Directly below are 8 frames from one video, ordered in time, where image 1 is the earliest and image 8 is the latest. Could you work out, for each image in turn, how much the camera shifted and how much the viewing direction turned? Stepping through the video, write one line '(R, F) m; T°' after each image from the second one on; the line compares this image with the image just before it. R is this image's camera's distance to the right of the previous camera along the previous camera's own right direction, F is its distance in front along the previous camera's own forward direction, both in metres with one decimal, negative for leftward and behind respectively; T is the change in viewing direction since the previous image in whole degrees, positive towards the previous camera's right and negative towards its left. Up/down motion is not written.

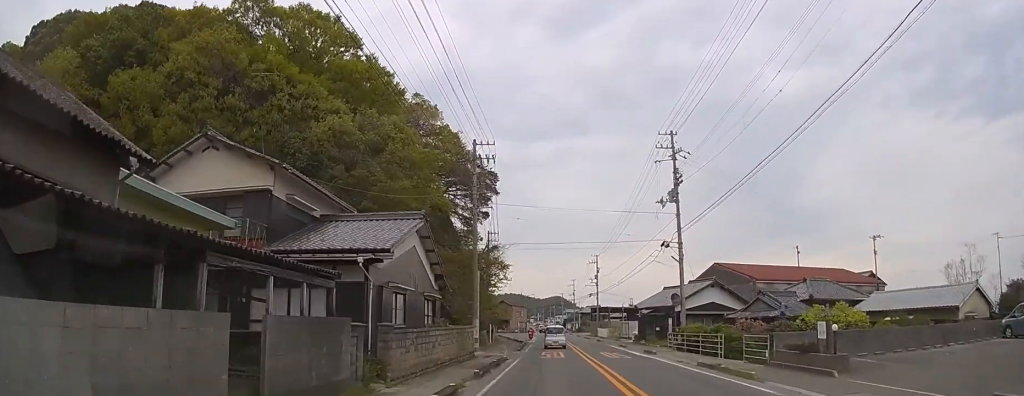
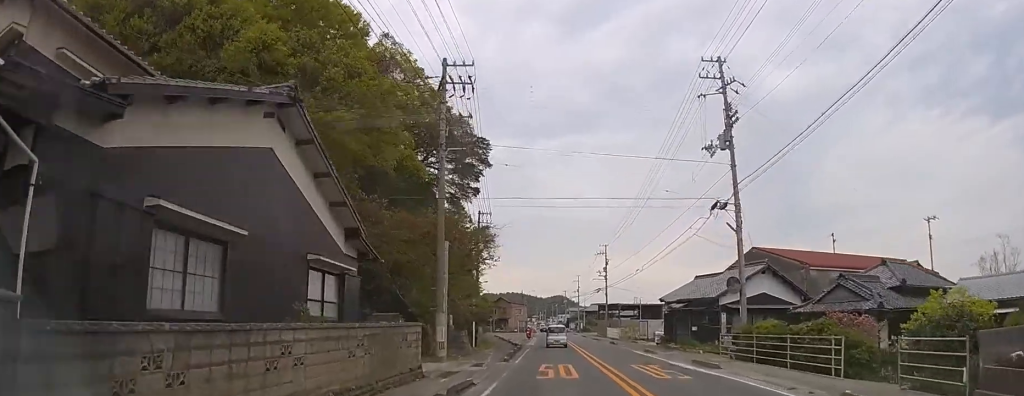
(0.0, +9.9) m; -1°
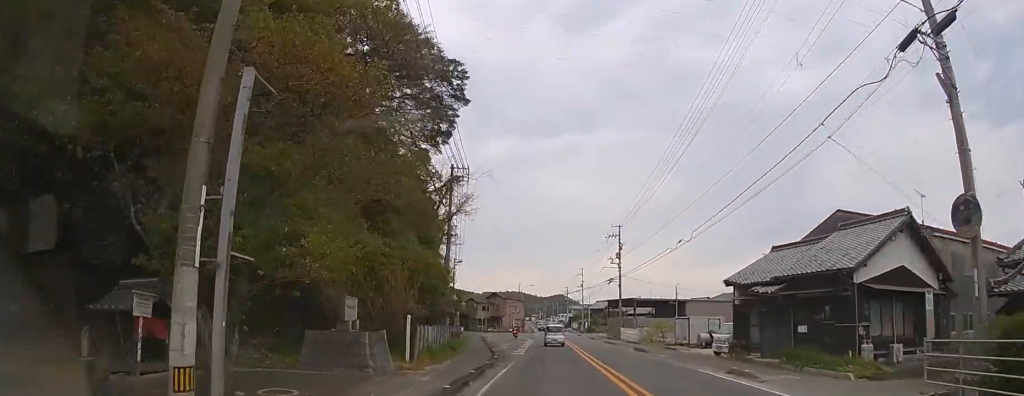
(-0.1, +14.2) m; -1°
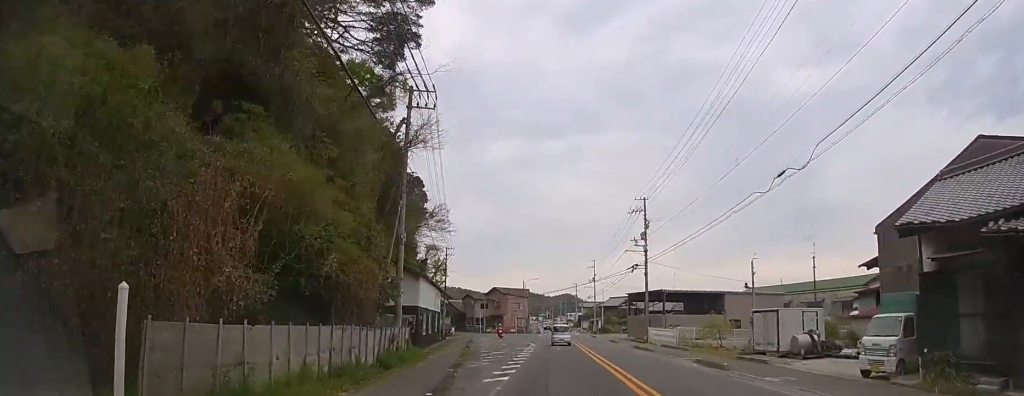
(0.0, +13.0) m; 0°
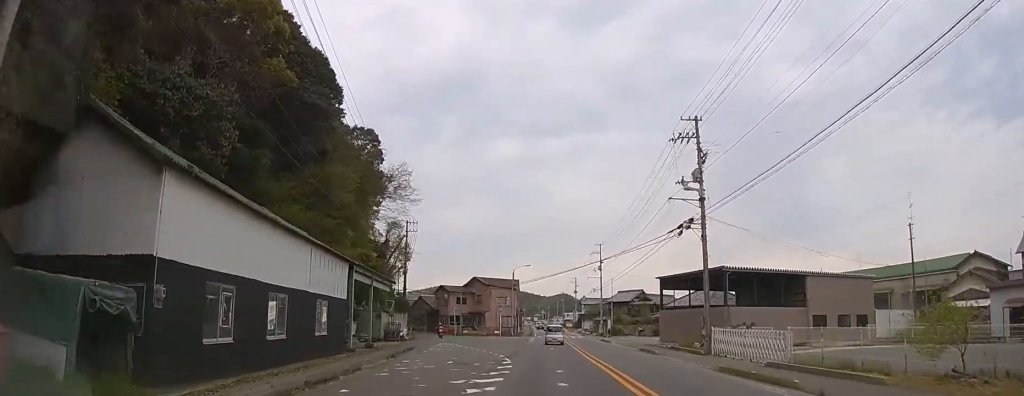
(-0.1, +19.1) m; 0°
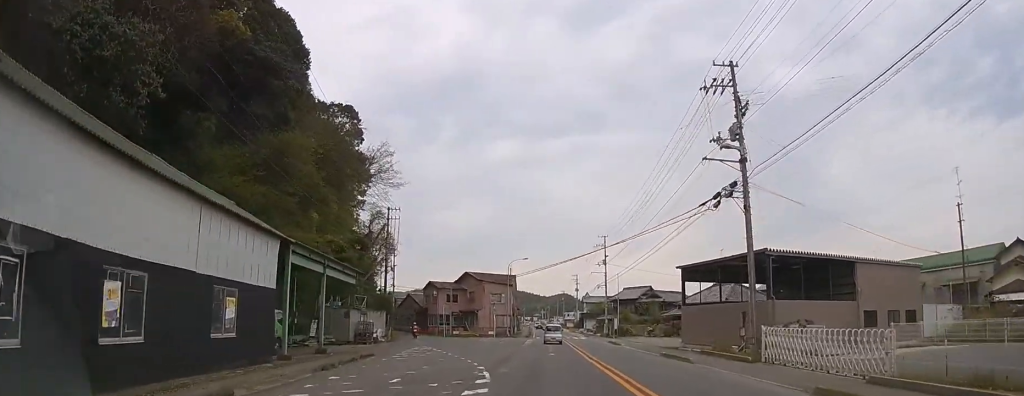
(0.0, +6.4) m; 0°
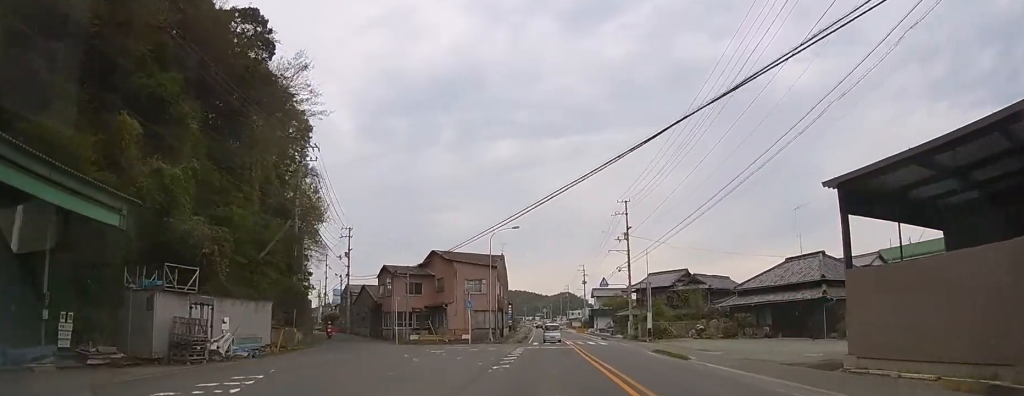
(+0.1, +19.4) m; +1°
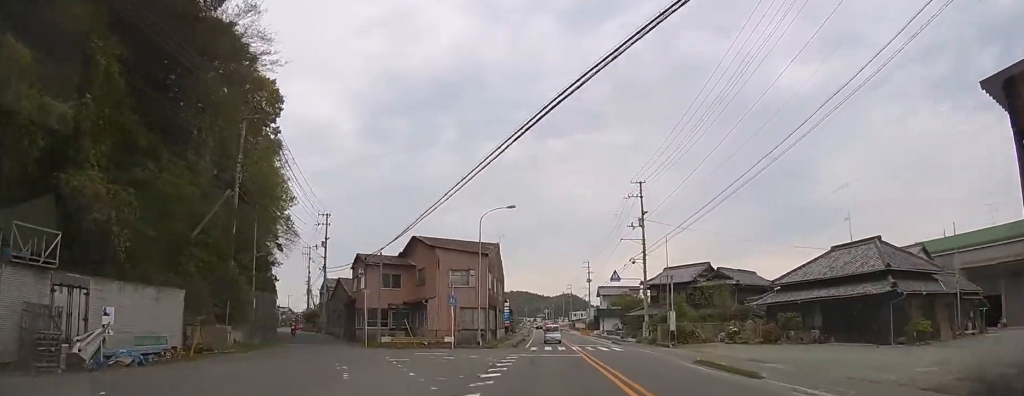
(+0.1, +7.4) m; 0°
